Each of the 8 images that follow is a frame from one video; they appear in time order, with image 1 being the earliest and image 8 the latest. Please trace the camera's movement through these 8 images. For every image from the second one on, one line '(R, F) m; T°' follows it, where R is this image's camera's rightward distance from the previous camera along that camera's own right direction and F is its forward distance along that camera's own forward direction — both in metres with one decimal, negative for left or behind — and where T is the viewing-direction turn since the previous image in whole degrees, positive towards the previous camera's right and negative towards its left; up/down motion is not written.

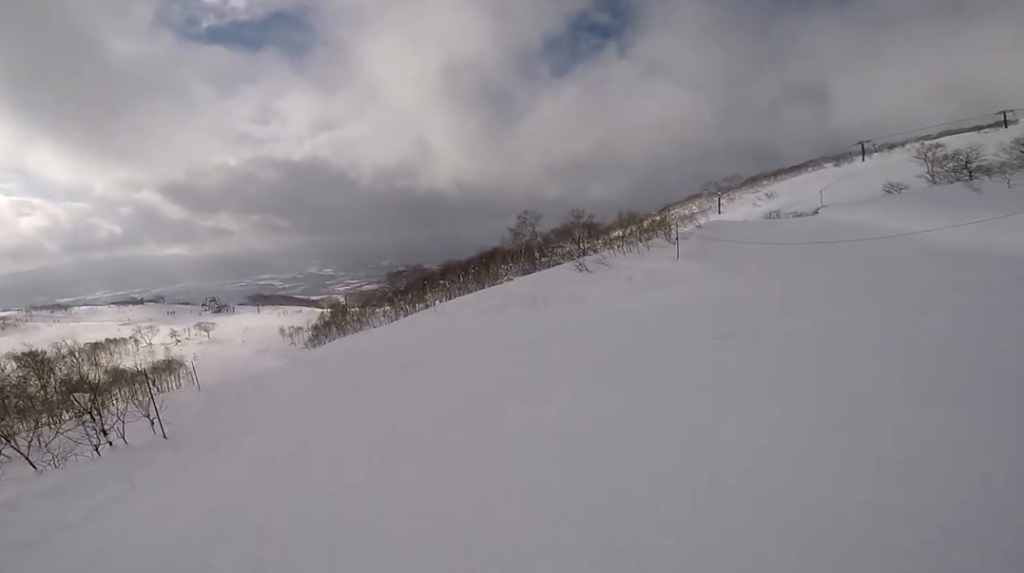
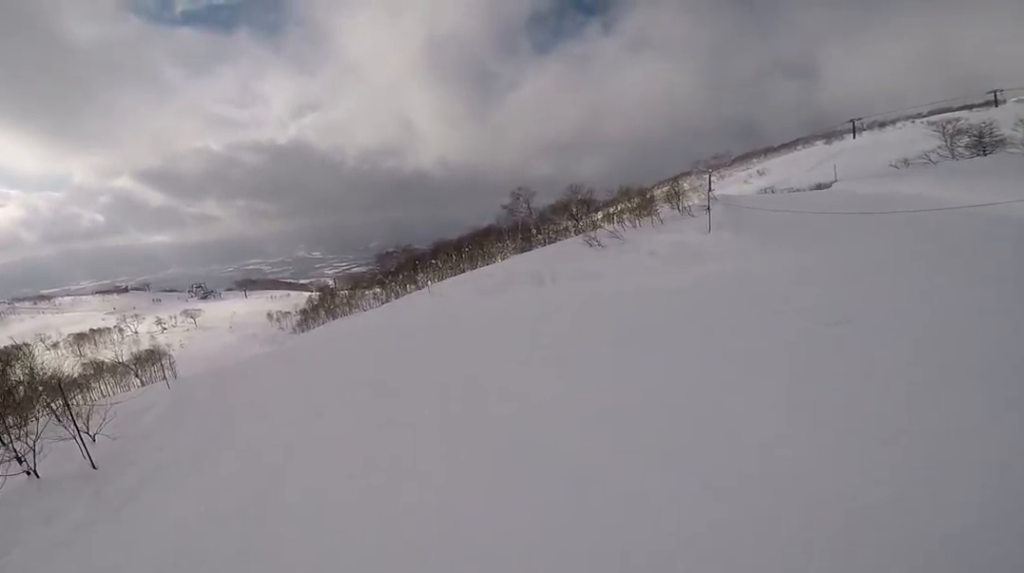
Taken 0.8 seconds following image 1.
(-0.3, +2.3) m; -10°
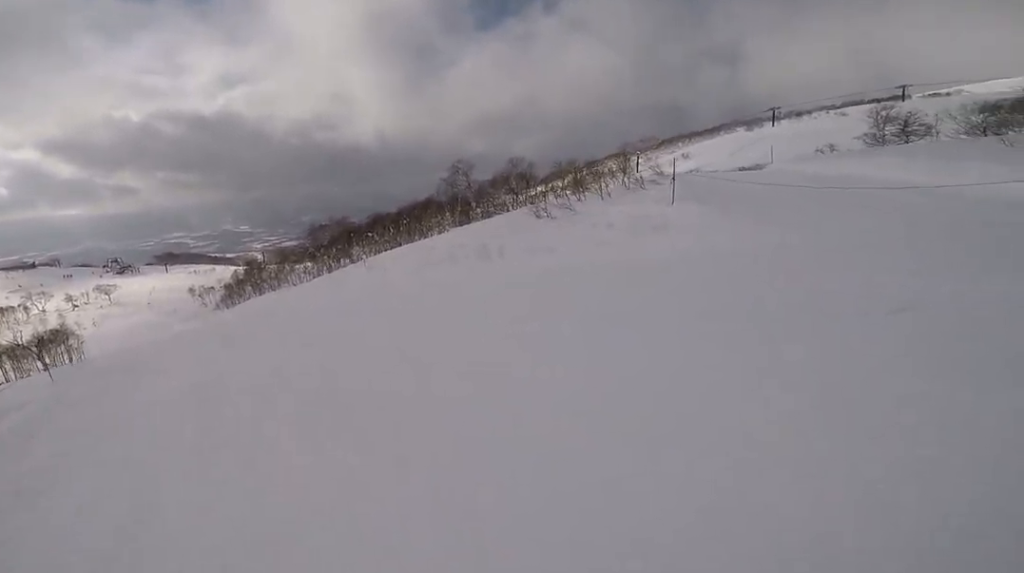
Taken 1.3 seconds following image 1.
(-0.1, +2.0) m; +8°
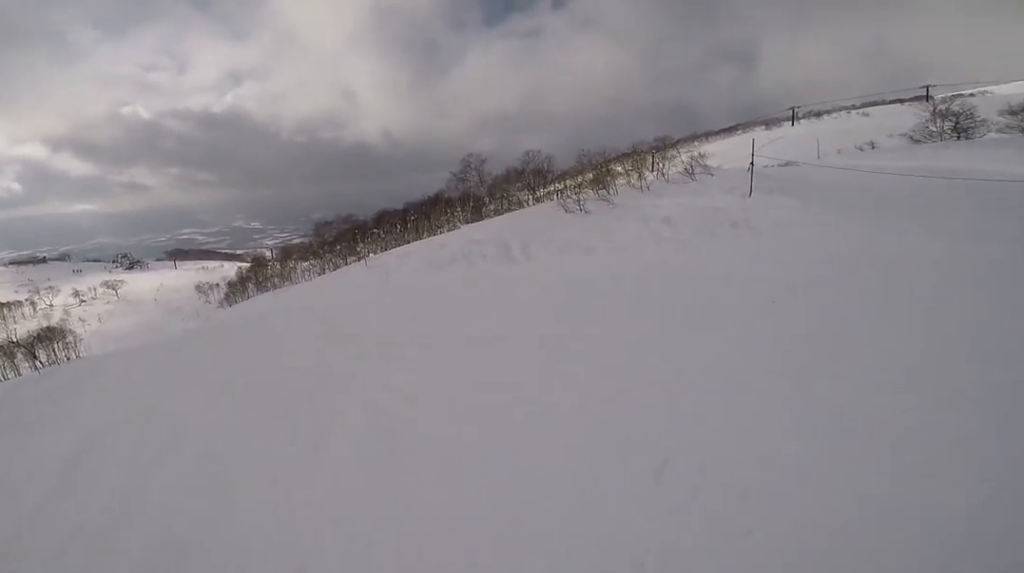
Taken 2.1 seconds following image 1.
(+0.3, +2.7) m; 0°
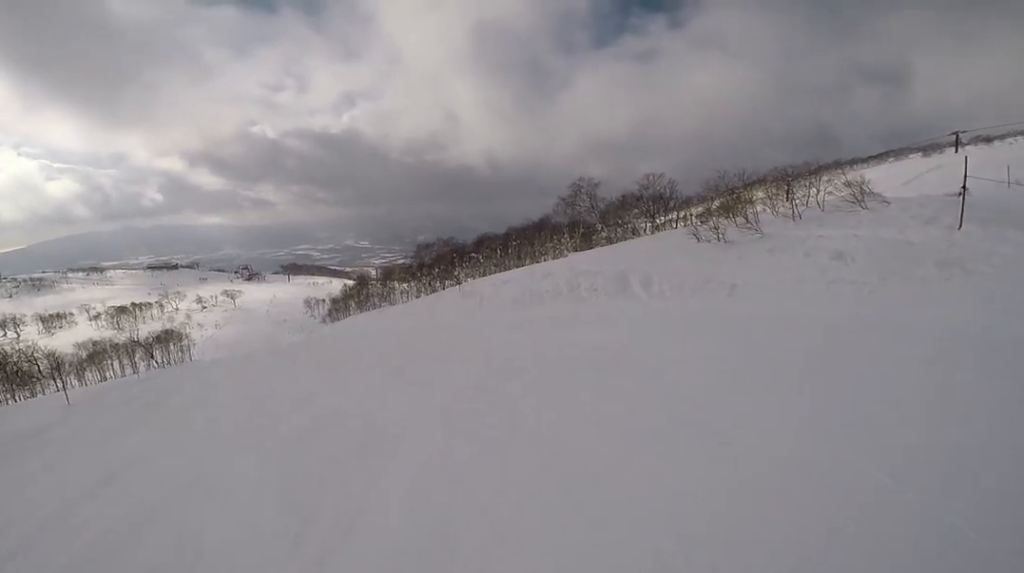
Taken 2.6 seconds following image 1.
(+0.5, +1.3) m; -5°
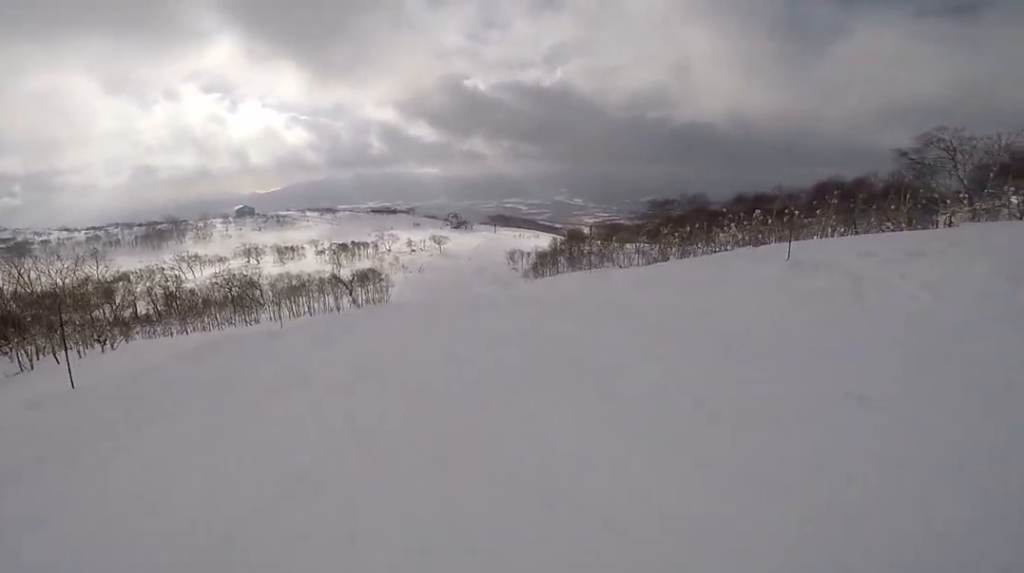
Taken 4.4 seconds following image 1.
(-3.6, +8.1) m; -27°
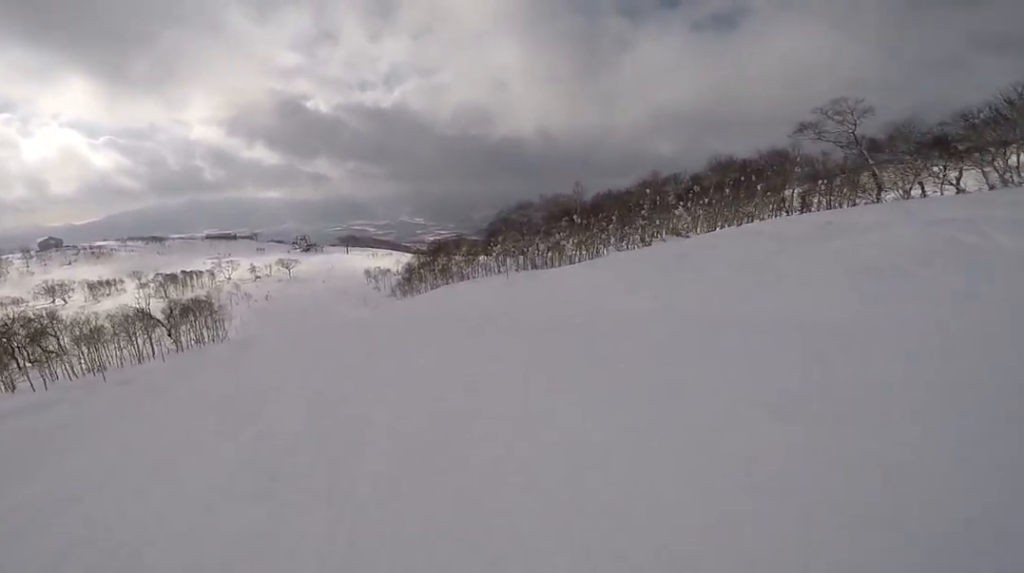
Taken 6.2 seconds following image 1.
(+0.7, +11.3) m; +3°
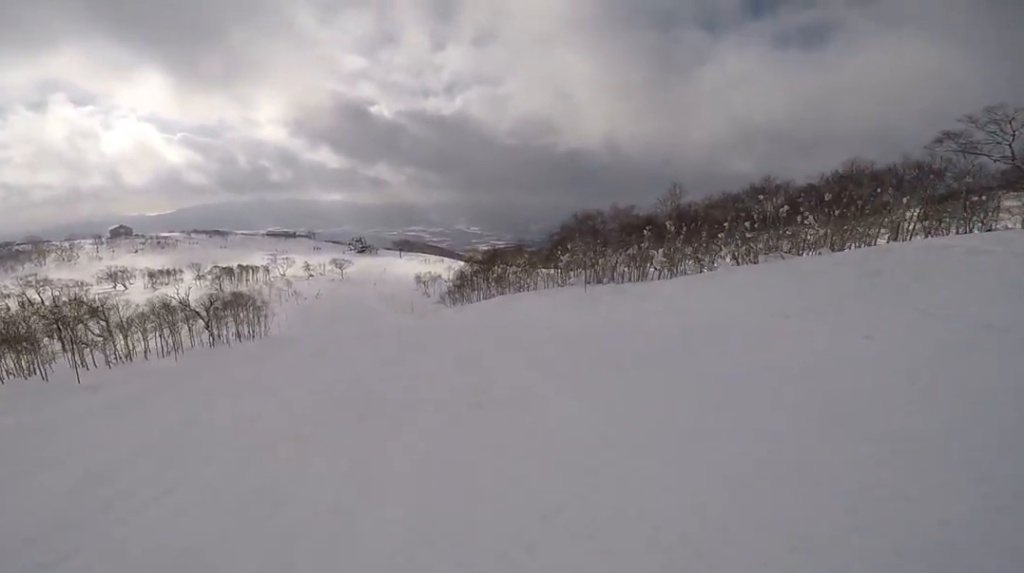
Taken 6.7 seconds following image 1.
(+0.1, +3.6) m; -2°
